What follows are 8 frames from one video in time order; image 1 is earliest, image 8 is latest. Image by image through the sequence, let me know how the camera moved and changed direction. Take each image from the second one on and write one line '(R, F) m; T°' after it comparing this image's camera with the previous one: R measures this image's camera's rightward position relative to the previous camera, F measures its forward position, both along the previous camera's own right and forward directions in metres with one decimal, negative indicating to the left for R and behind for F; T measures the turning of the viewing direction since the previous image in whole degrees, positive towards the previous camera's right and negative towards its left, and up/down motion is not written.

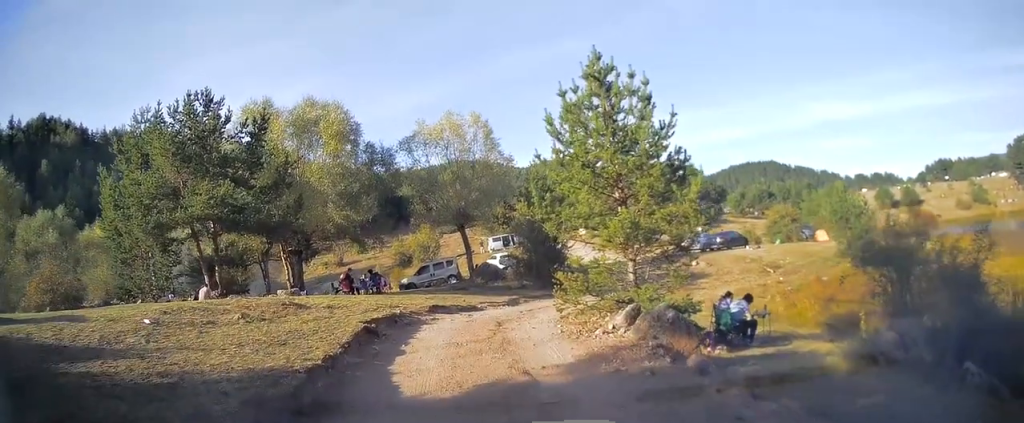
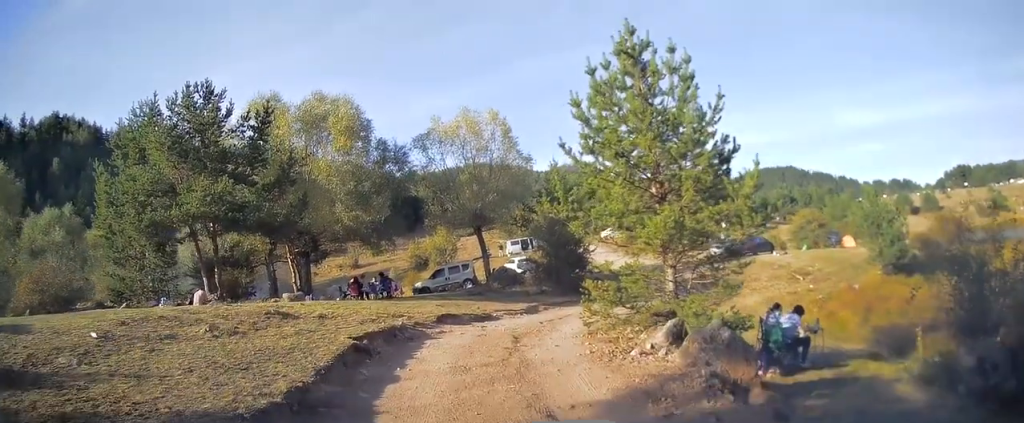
(0.0, +1.9) m; -1°
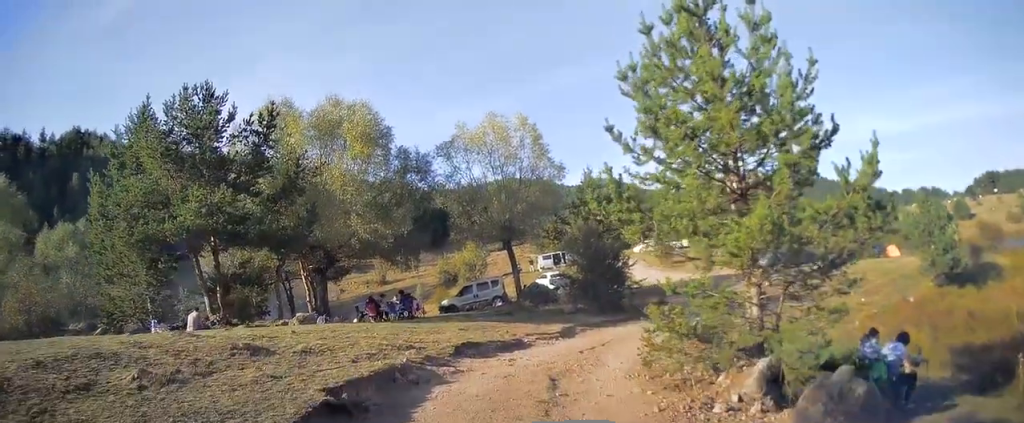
(0.0, +2.6) m; -3°
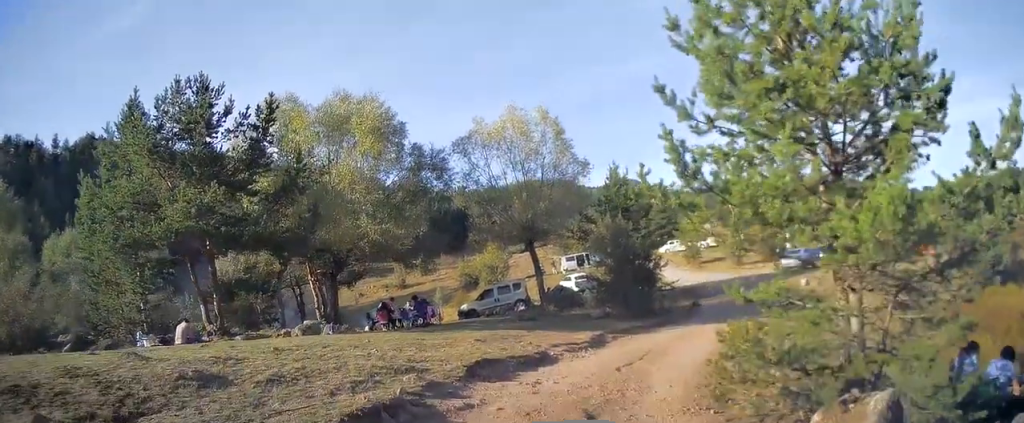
(-0.1, +2.1) m; -3°
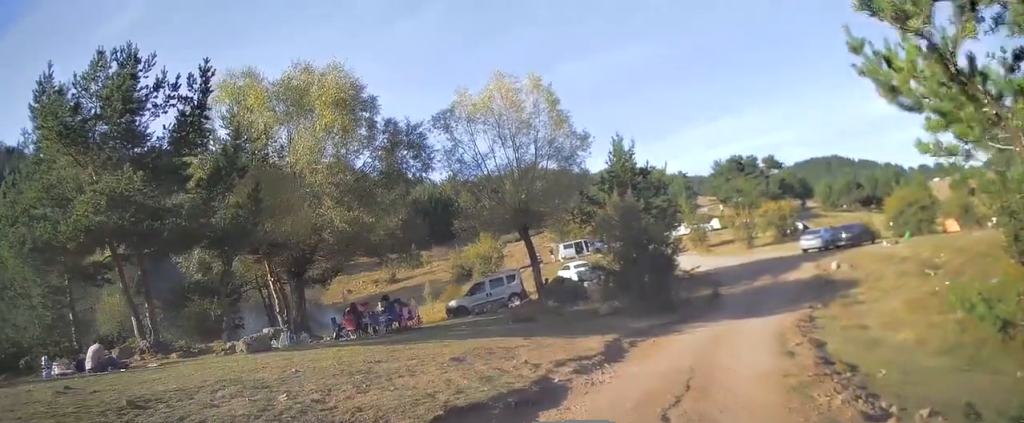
(+0.1, +4.2) m; +6°
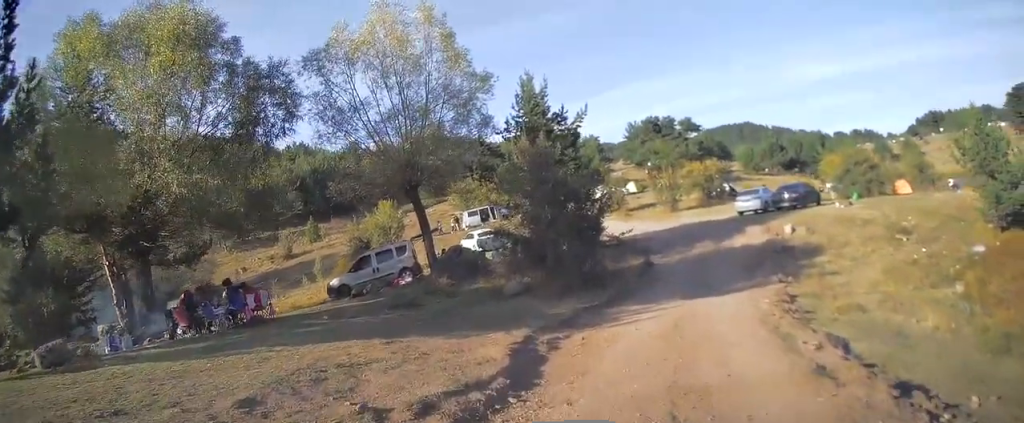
(+0.5, +5.1) m; +11°
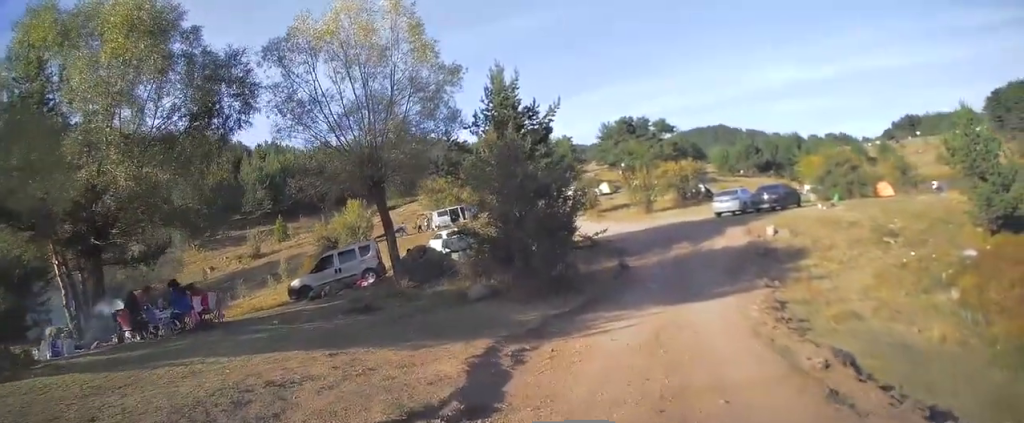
(0.0, +1.1) m; +2°
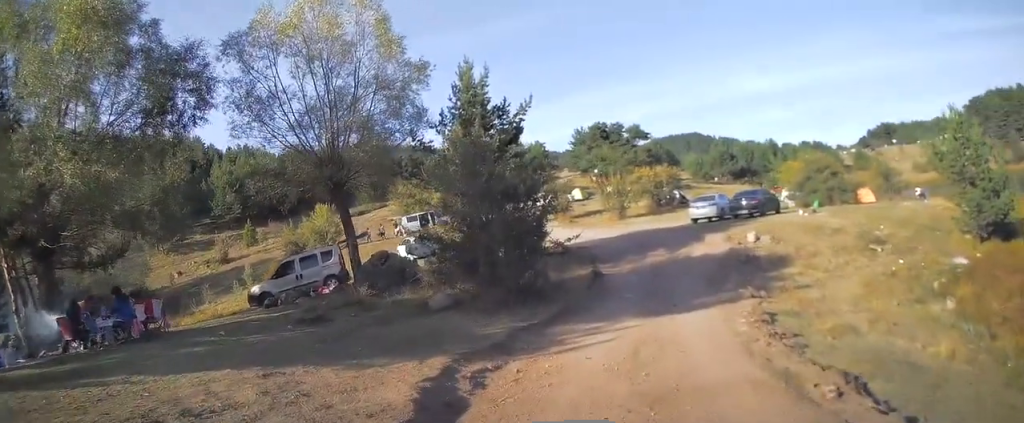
(0.0, +1.0) m; +2°
